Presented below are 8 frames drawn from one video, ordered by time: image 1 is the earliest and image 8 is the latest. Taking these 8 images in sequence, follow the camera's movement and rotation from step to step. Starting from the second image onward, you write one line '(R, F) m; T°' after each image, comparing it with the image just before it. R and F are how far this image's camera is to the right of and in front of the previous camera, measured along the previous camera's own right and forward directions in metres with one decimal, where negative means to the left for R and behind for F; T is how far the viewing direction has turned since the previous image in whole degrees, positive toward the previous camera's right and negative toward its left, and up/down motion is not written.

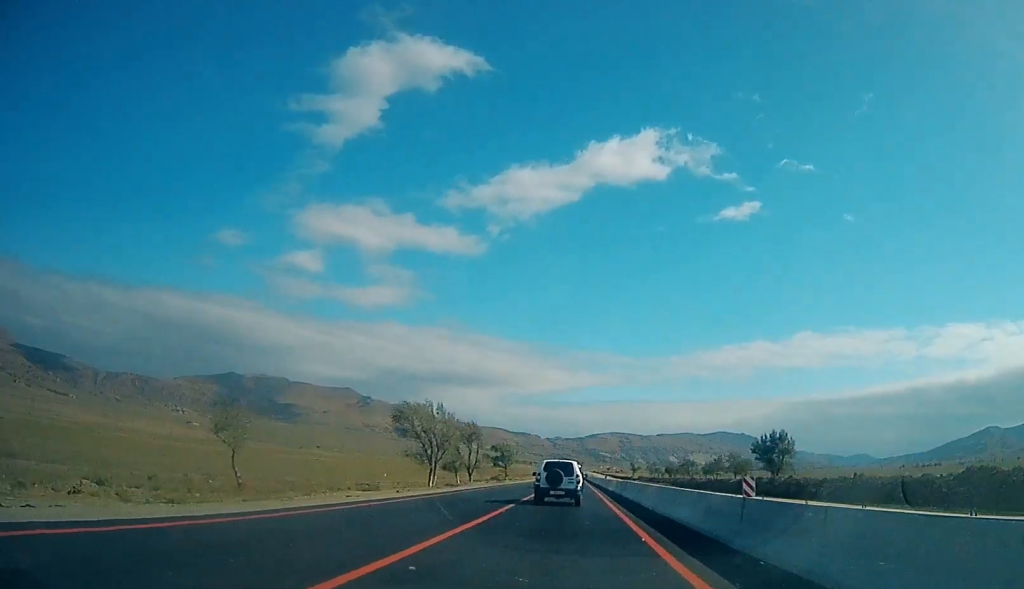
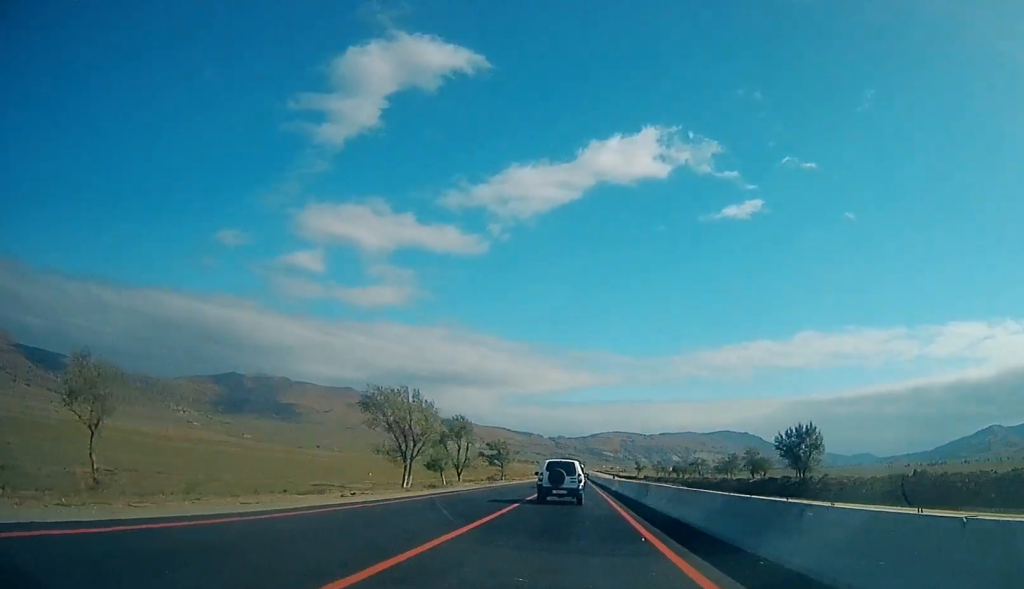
(+0.1, +9.5) m; 0°
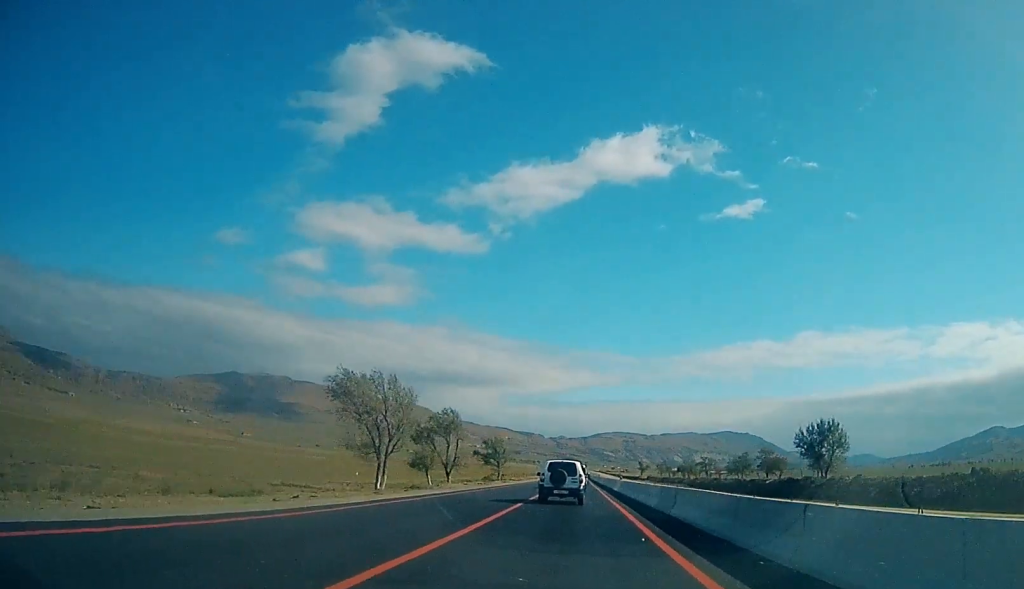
(-0.8, +6.5) m; 0°
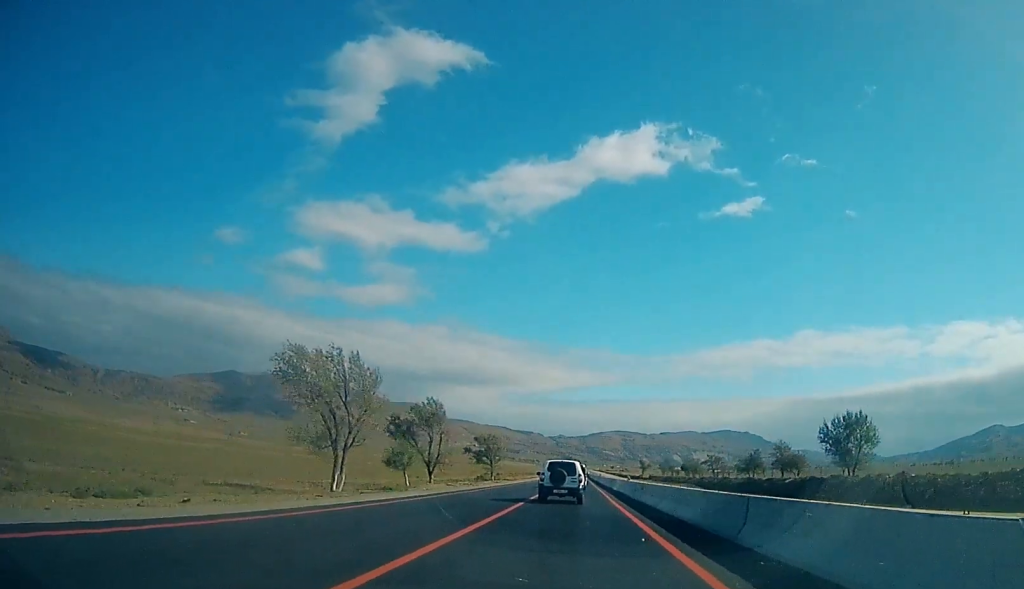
(-0.1, +7.6) m; 0°
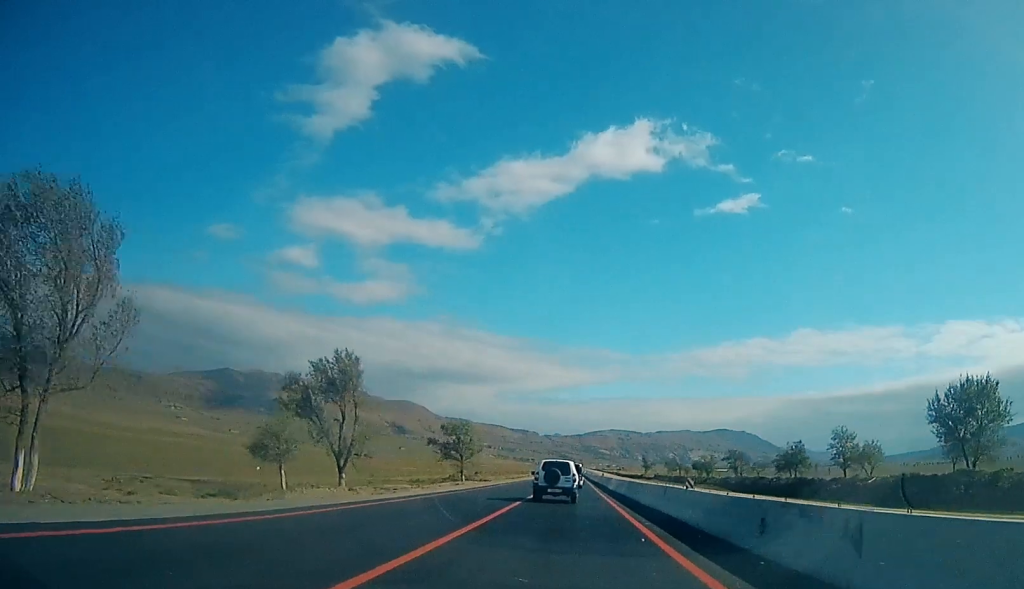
(+0.3, +21.3) m; 0°
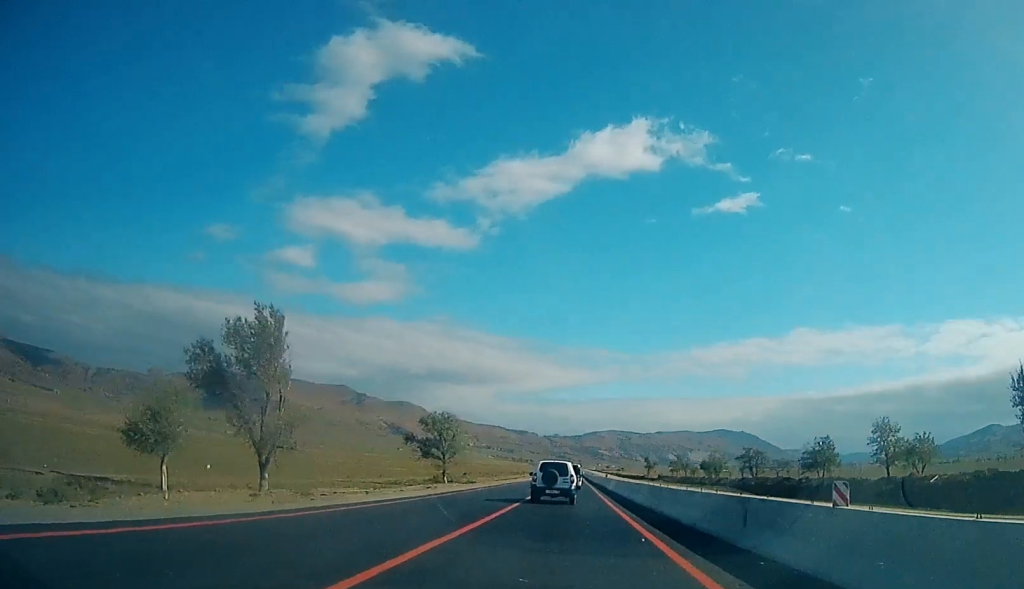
(-0.4, +9.5) m; 0°
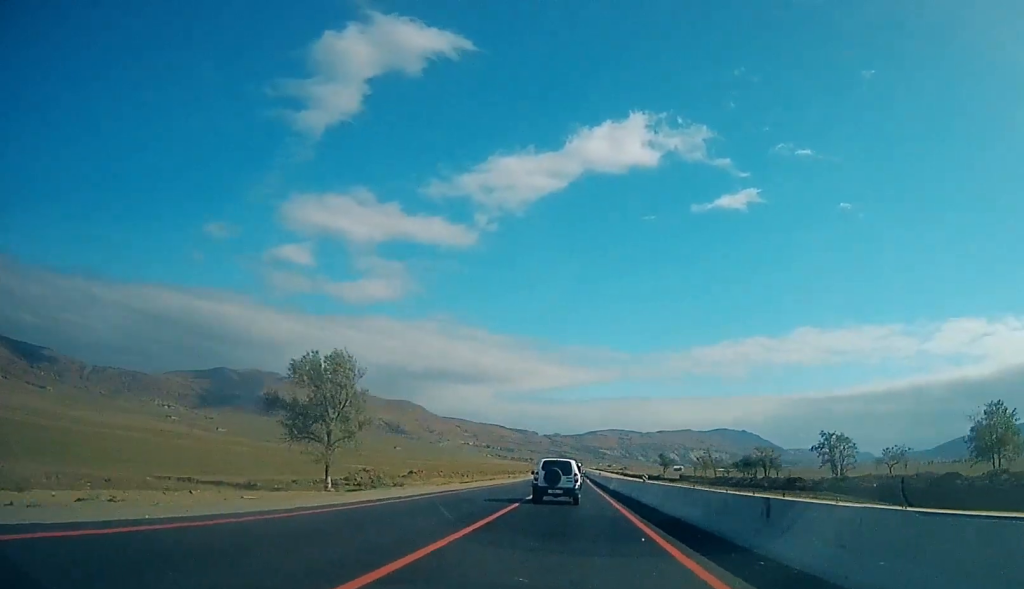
(+0.4, +31.5) m; +1°
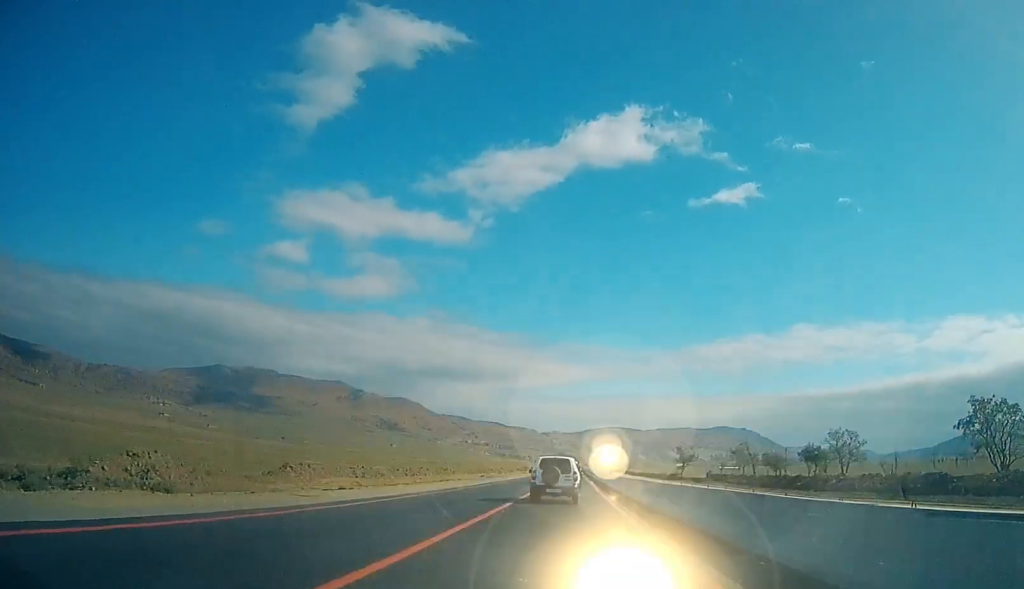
(+0.1, +28.4) m; -4°
